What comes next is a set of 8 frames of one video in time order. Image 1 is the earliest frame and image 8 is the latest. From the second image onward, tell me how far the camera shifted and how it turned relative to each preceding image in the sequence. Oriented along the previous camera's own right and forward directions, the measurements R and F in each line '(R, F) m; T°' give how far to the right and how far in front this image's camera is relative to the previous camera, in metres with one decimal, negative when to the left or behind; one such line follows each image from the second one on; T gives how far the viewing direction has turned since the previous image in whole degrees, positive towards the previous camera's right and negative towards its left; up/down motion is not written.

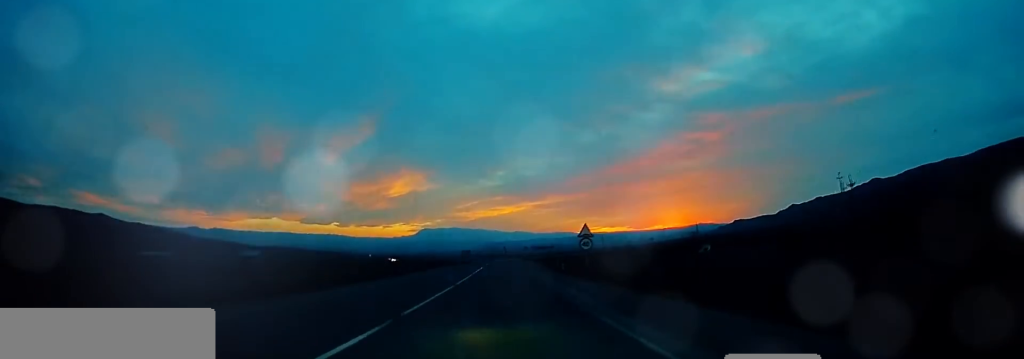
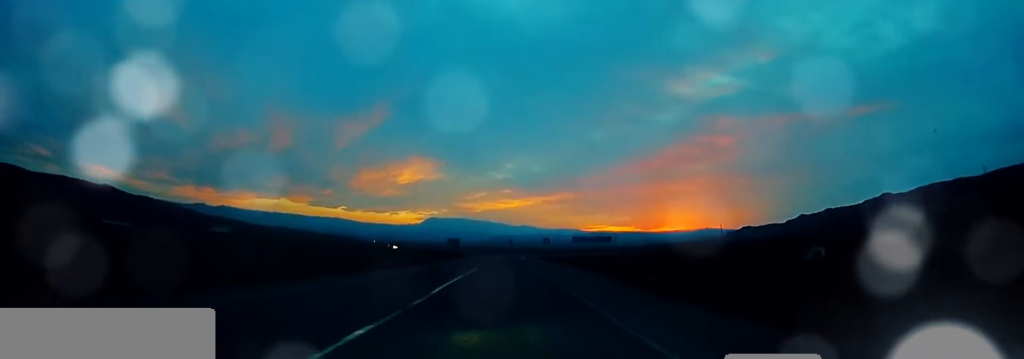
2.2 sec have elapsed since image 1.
(-1.6, +44.8) m; 0°
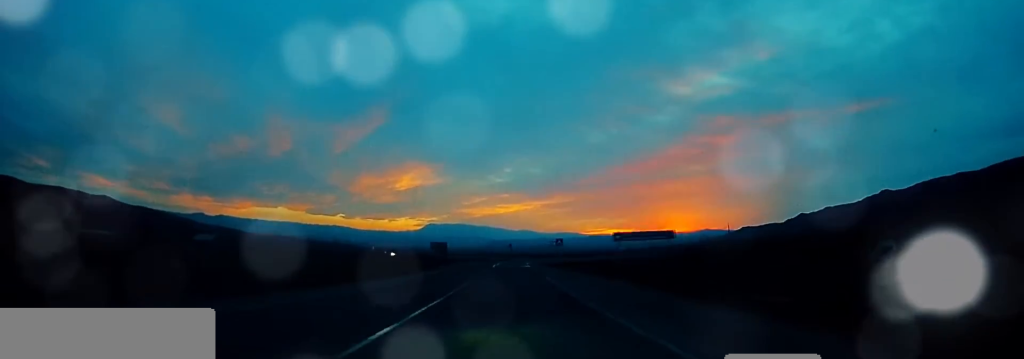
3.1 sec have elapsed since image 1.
(+0.5, +17.1) m; +2°
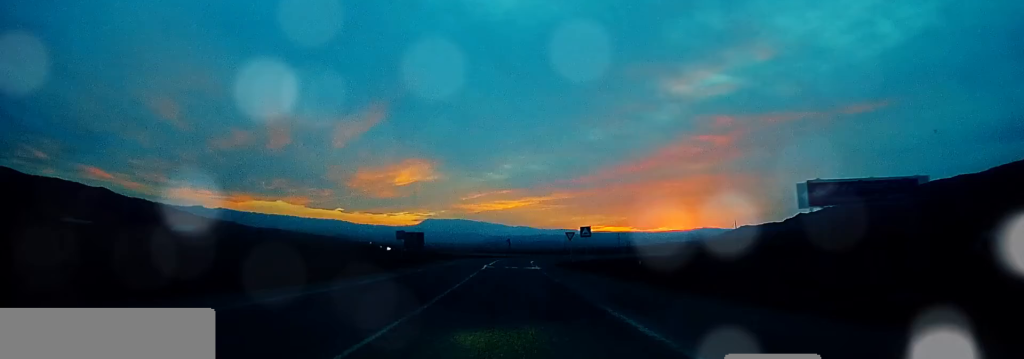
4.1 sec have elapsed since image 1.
(0.0, +18.8) m; 0°
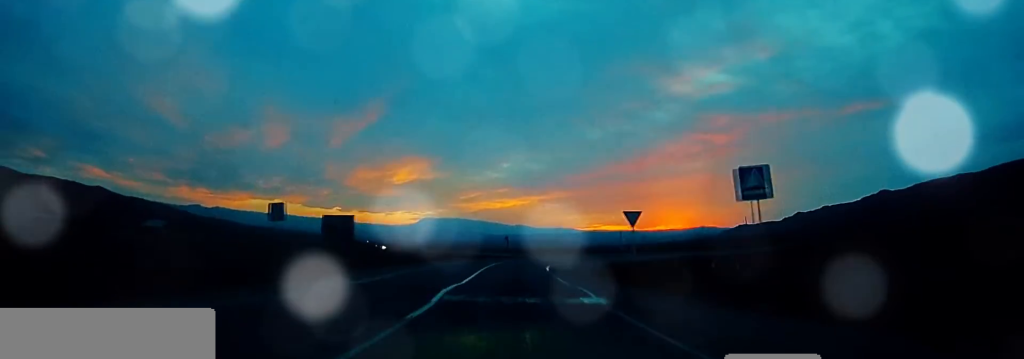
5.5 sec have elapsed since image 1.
(0.0, +25.0) m; 0°
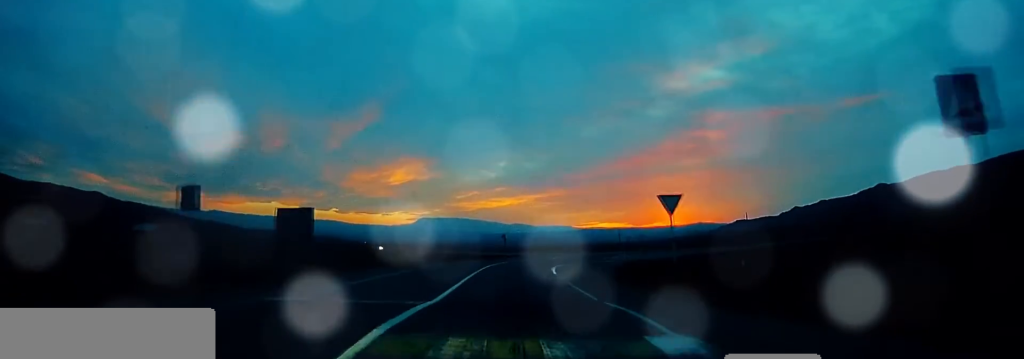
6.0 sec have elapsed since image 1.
(0.0, +6.4) m; 0°
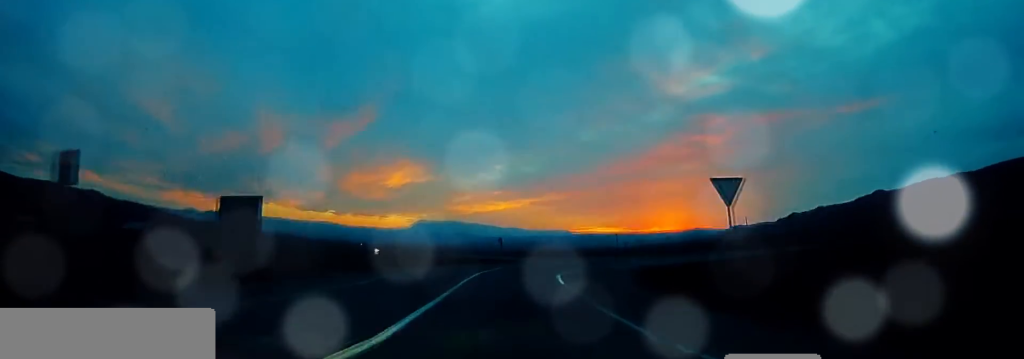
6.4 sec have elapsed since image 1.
(0.0, +5.8) m; 0°
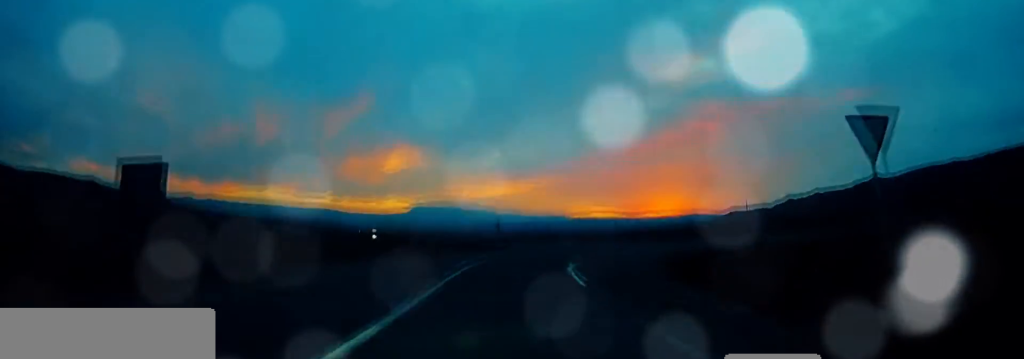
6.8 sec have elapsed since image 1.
(0.0, +6.4) m; 0°
